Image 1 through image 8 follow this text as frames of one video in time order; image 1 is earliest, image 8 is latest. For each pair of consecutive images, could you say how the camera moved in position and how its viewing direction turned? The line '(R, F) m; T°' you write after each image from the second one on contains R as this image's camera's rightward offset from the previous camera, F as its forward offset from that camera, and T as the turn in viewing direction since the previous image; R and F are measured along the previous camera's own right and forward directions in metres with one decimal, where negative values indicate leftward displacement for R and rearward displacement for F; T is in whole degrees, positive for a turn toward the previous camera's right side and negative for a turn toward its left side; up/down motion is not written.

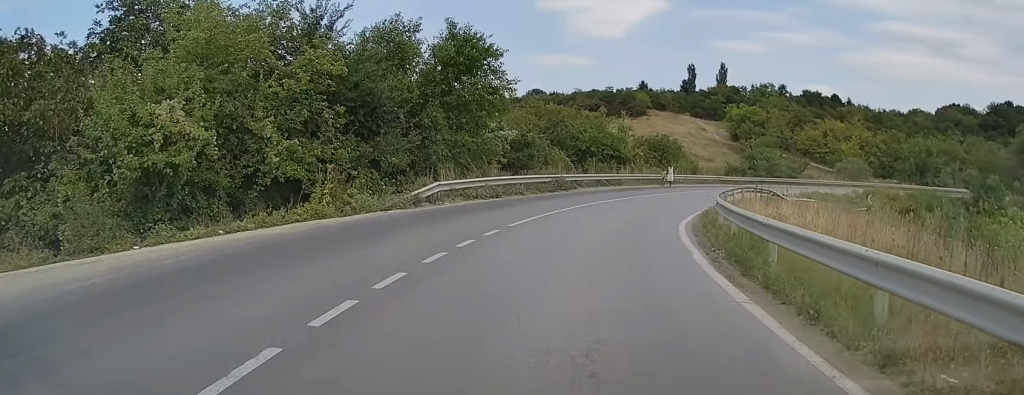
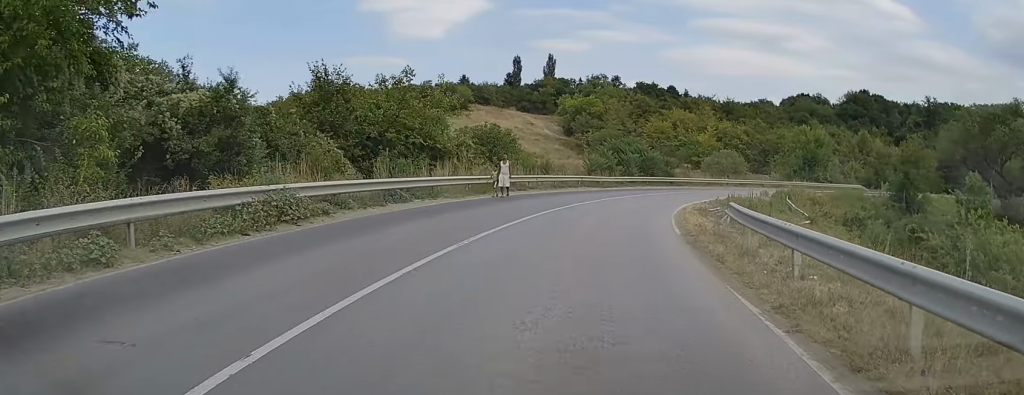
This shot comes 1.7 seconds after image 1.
(+2.7, +21.1) m; +15°
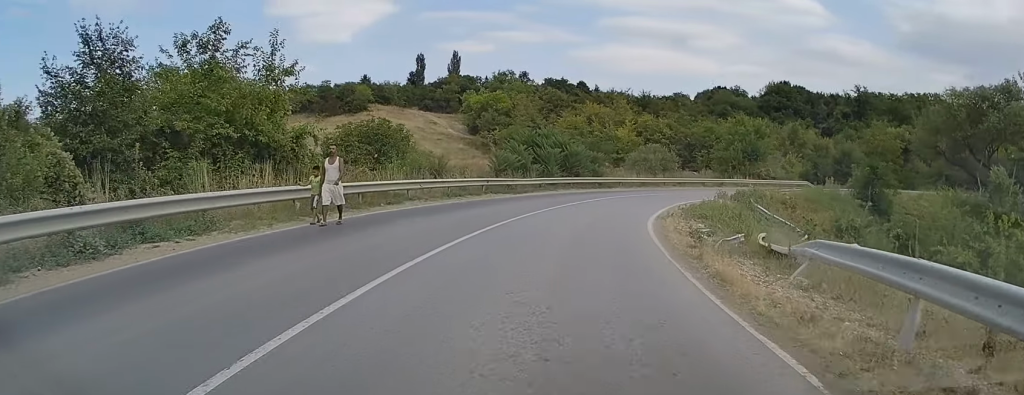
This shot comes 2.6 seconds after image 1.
(+1.0, +12.0) m; +7°
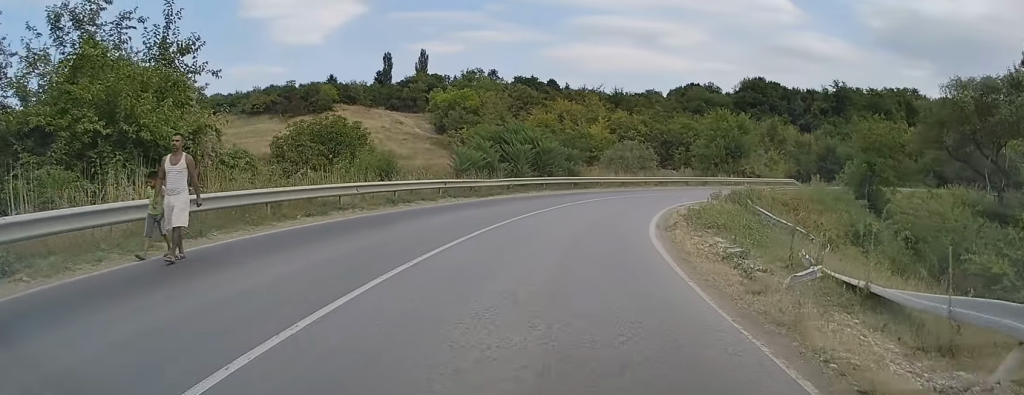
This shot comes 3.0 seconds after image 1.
(+0.1, +5.2) m; +2°
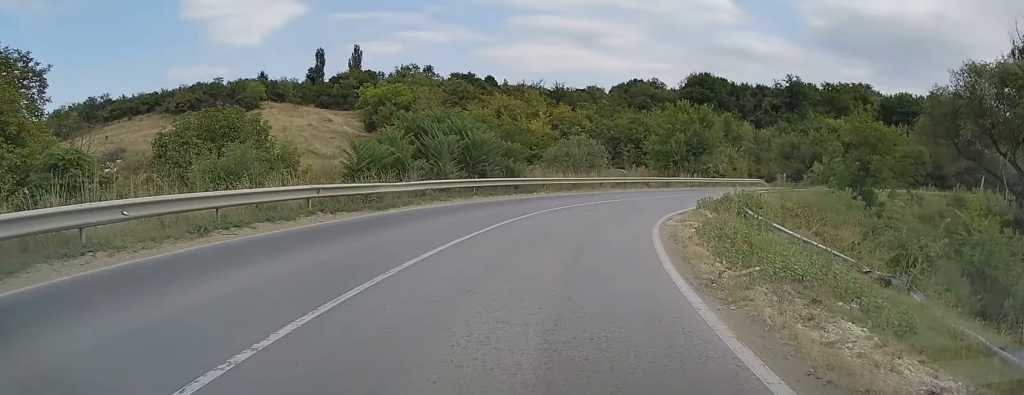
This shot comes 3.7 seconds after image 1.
(+0.3, +9.6) m; +4°
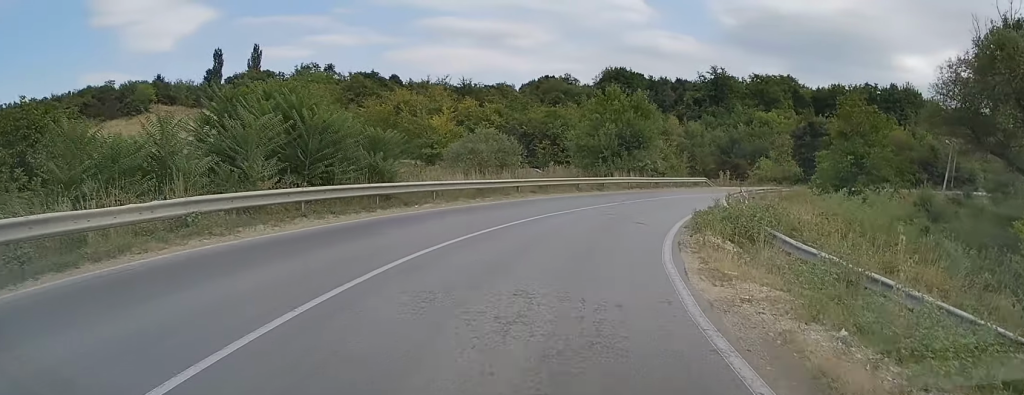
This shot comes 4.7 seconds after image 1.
(+0.6, +12.3) m; +6°
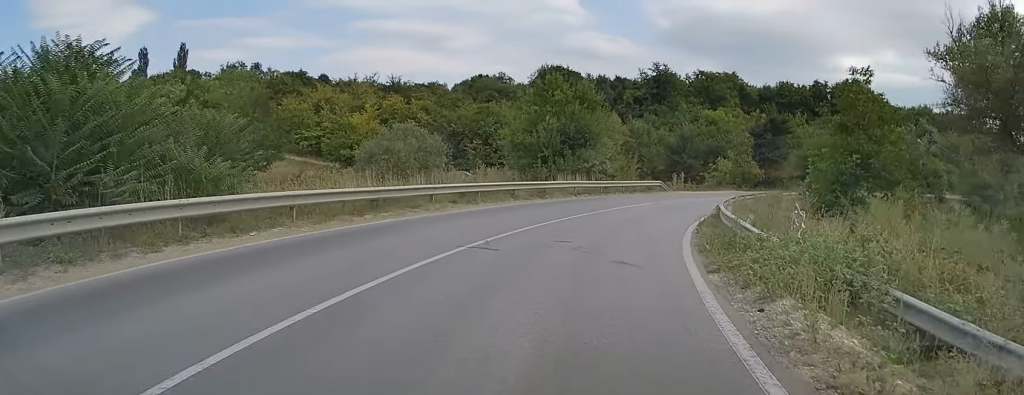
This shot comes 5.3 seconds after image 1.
(+0.1, +8.4) m; +5°
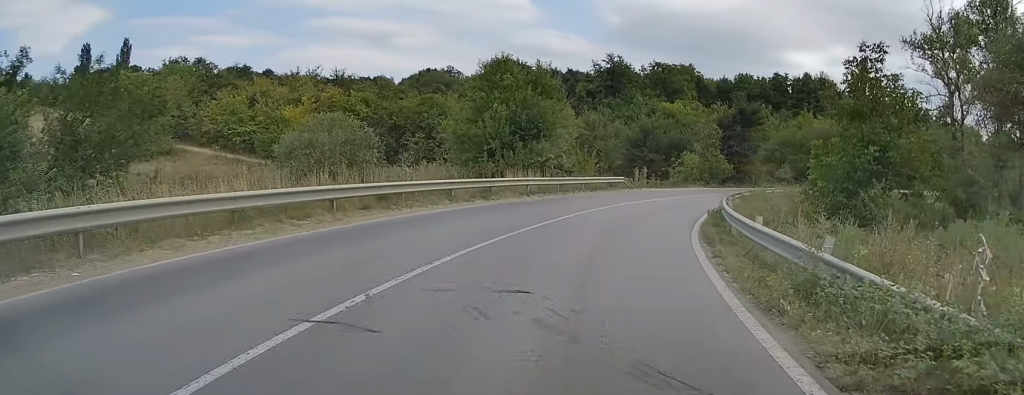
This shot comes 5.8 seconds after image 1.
(+0.5, +6.3) m; +4°
